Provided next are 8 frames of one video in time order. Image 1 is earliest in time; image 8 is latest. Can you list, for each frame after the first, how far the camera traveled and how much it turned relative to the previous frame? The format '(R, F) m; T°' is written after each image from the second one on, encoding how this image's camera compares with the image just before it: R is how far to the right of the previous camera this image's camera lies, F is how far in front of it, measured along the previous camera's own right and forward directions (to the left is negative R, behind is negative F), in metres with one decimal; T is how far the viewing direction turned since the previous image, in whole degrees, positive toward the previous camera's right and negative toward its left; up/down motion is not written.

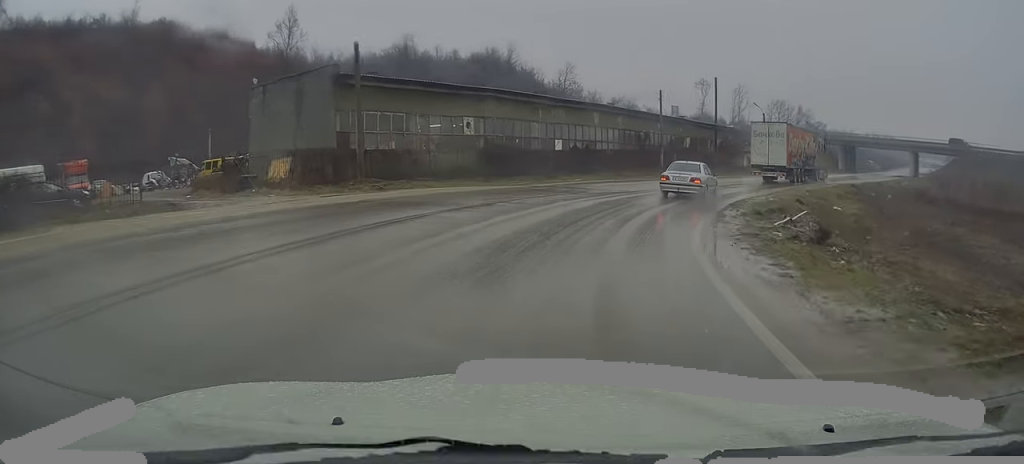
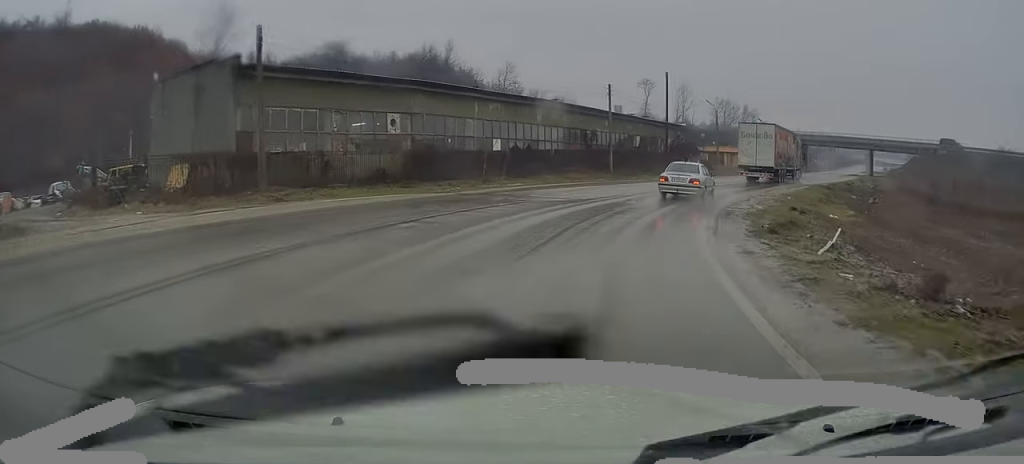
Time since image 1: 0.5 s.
(+0.5, +5.6) m; +5°
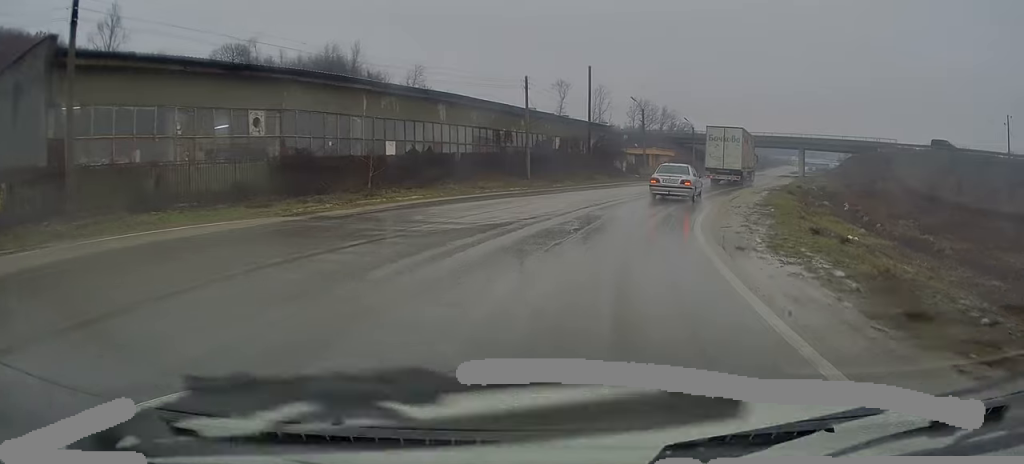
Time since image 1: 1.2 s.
(+0.5, +8.1) m; +8°
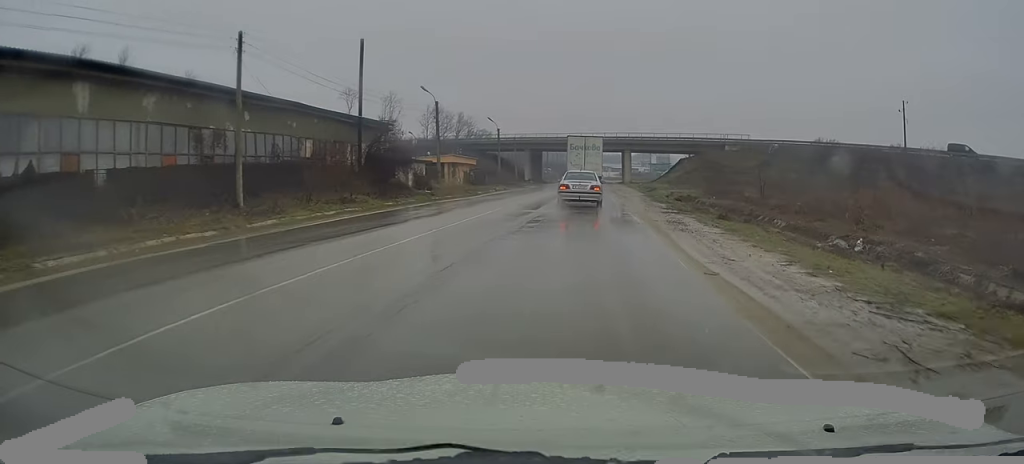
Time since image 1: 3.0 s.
(+3.0, +19.9) m; +17°
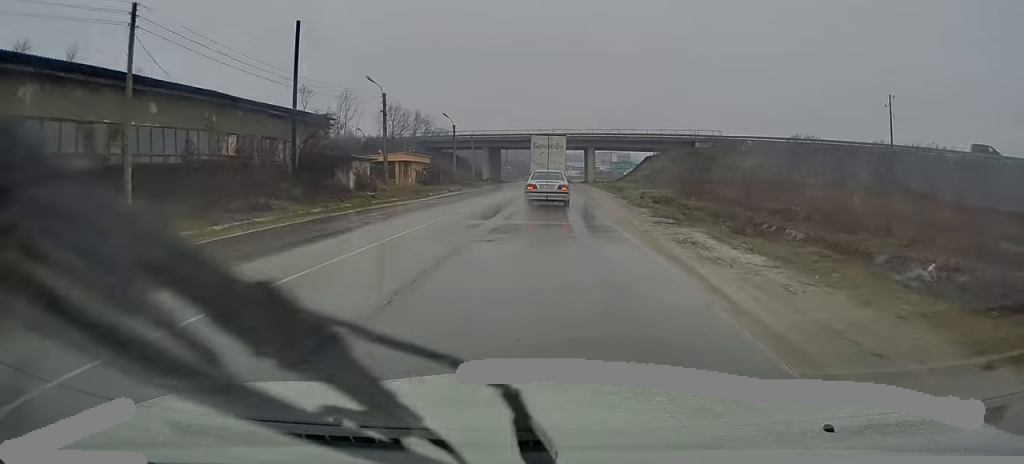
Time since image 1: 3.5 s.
(+0.4, +5.5) m; +2°
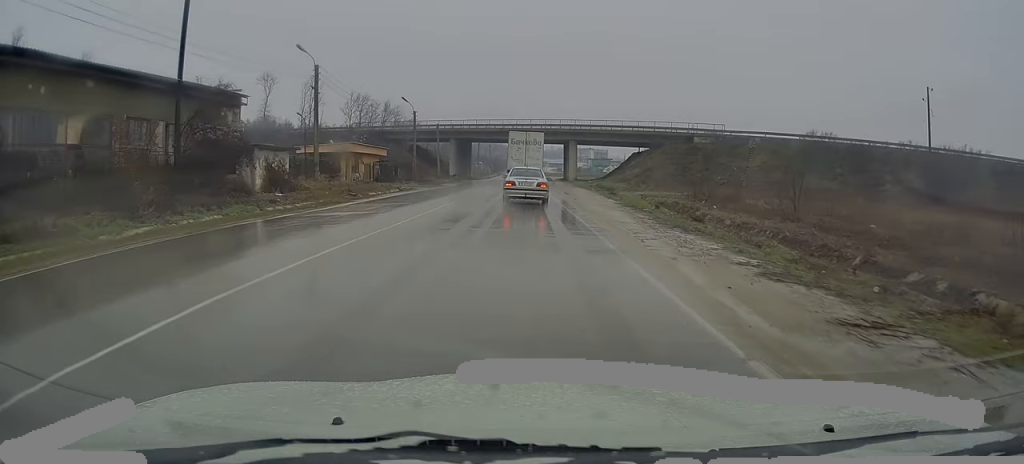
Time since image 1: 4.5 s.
(+0.4, +11.5) m; +2°
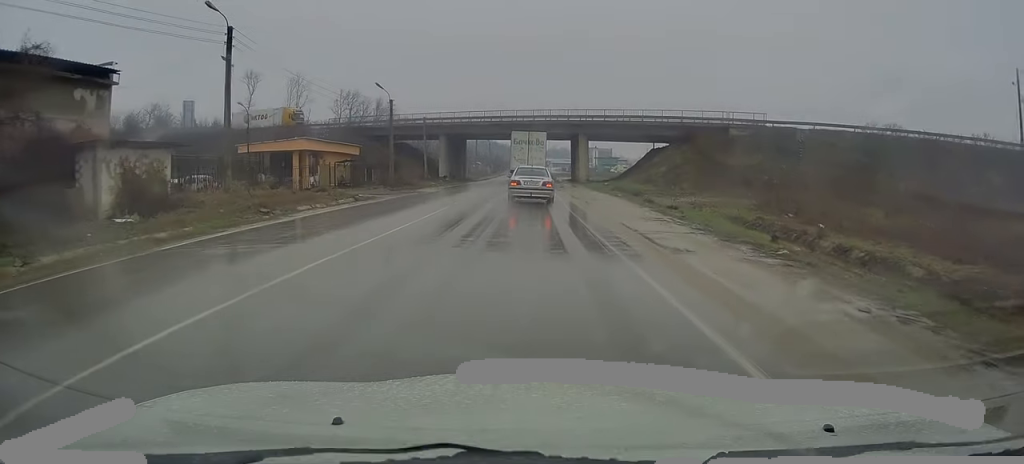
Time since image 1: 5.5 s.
(+0.1, +12.9) m; 0°
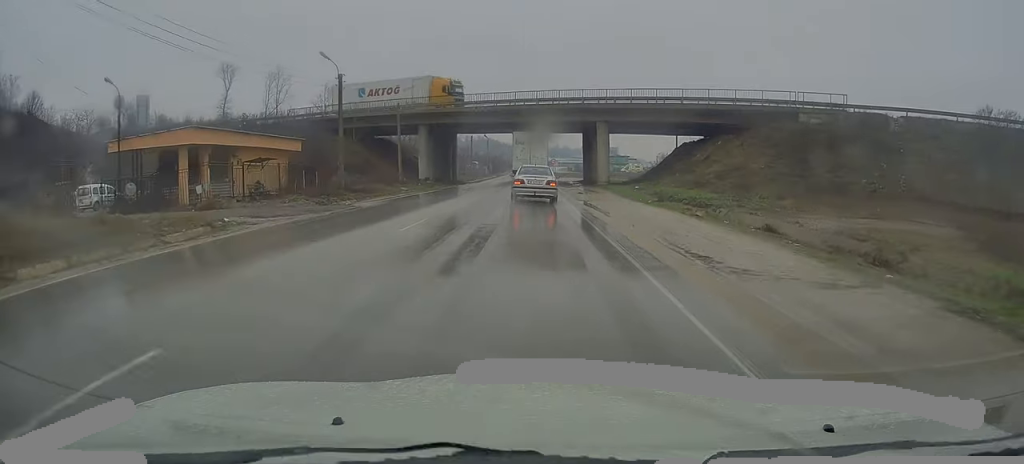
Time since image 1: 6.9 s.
(-0.3, +16.5) m; -2°
